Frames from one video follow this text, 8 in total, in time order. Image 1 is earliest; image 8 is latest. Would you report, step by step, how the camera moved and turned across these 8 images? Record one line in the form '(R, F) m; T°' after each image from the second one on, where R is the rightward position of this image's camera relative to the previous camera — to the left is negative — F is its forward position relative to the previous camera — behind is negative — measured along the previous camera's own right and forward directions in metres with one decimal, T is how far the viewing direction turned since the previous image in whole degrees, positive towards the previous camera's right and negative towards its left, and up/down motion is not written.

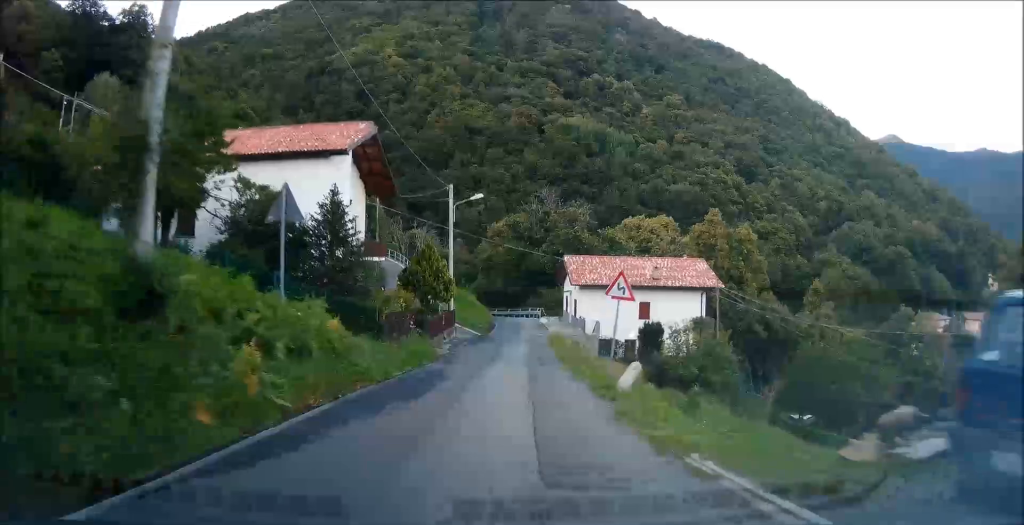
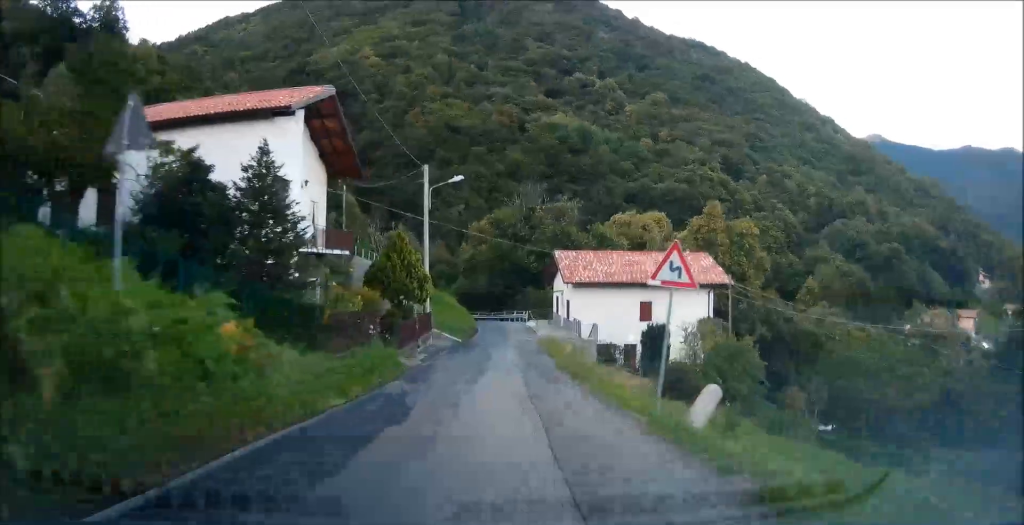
(-0.4, +5.3) m; -3°
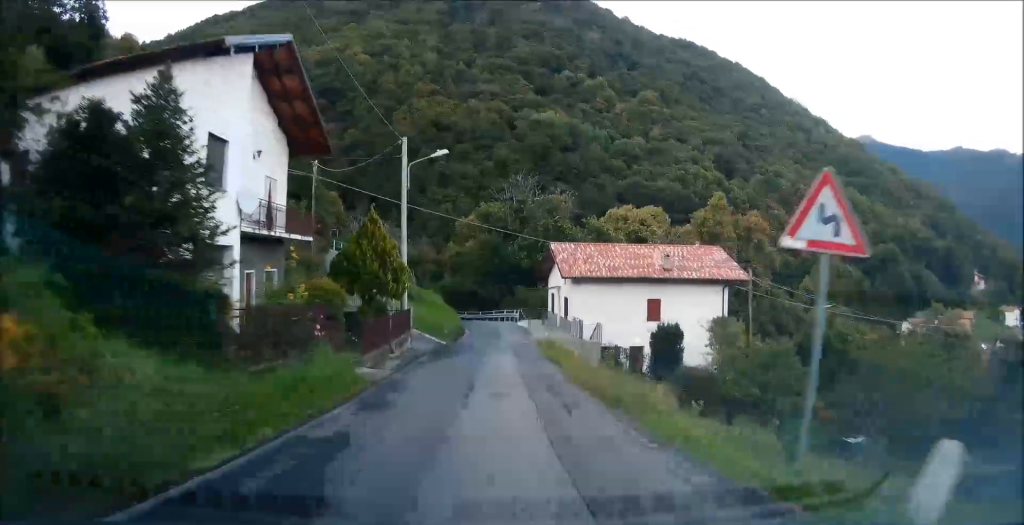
(-0.2, +4.6) m; -2°
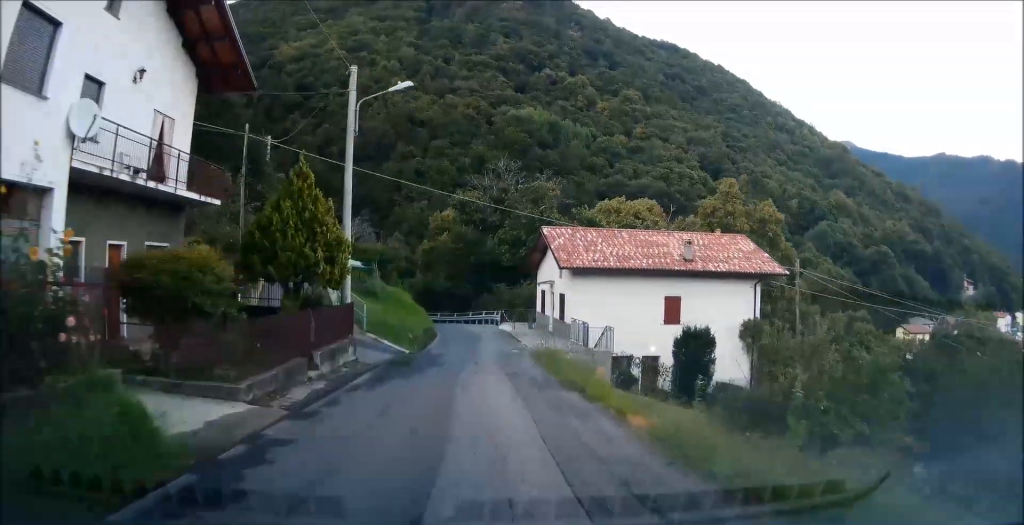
(+0.2, +8.4) m; -1°
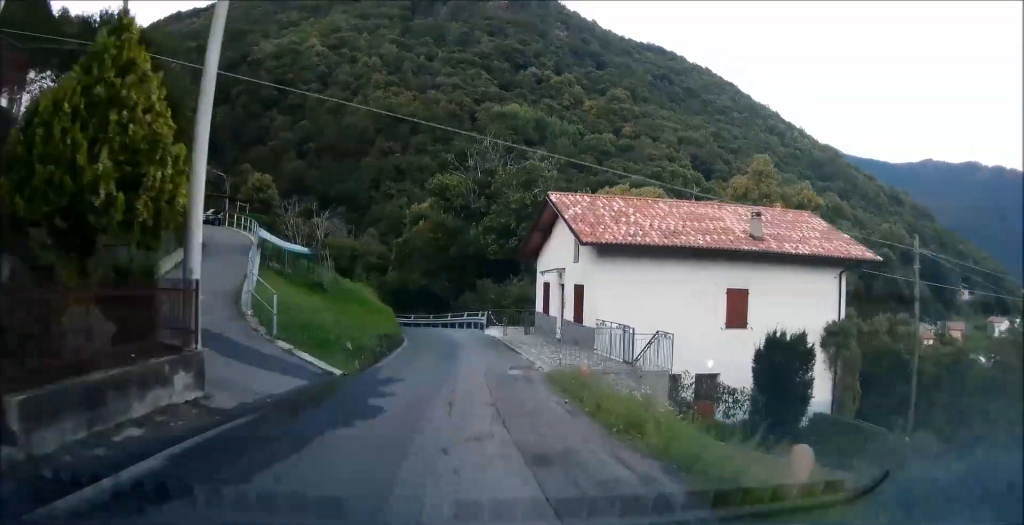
(-0.4, +10.6) m; 0°
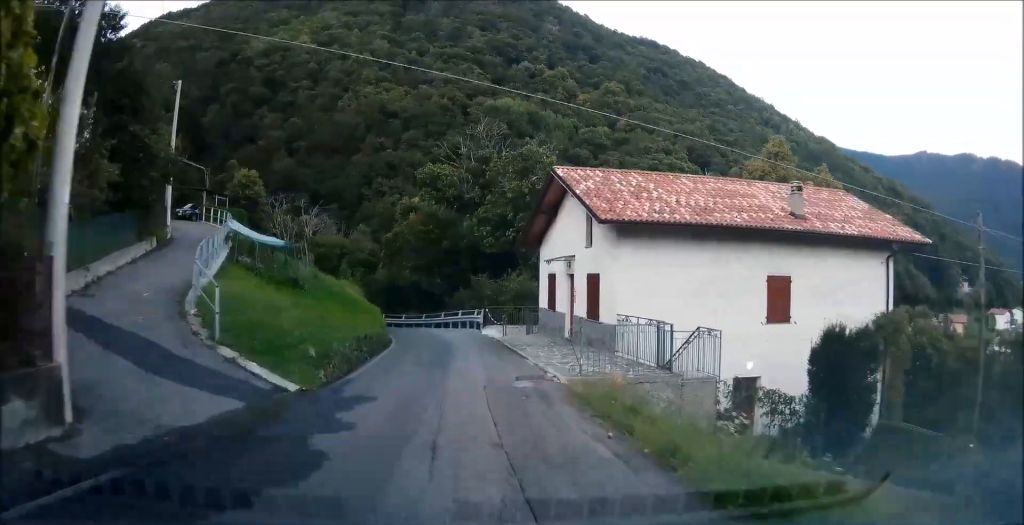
(+0.1, +3.7) m; +1°
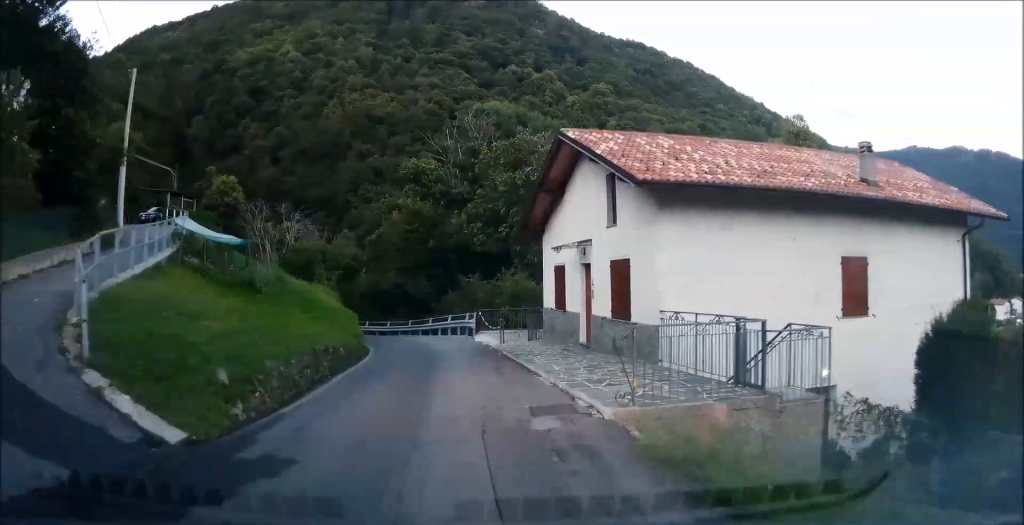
(+0.1, +5.0) m; +1°
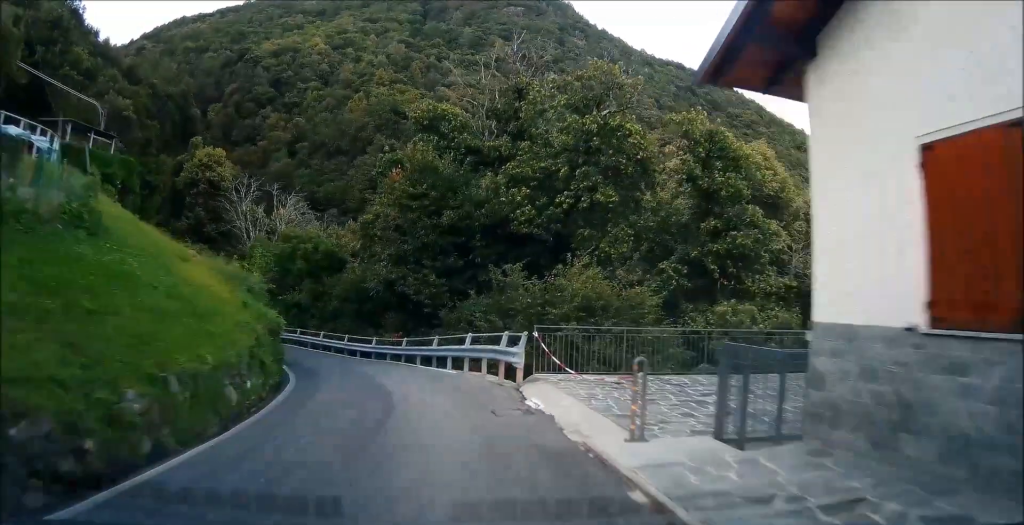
(-0.5, +17.3) m; -3°
